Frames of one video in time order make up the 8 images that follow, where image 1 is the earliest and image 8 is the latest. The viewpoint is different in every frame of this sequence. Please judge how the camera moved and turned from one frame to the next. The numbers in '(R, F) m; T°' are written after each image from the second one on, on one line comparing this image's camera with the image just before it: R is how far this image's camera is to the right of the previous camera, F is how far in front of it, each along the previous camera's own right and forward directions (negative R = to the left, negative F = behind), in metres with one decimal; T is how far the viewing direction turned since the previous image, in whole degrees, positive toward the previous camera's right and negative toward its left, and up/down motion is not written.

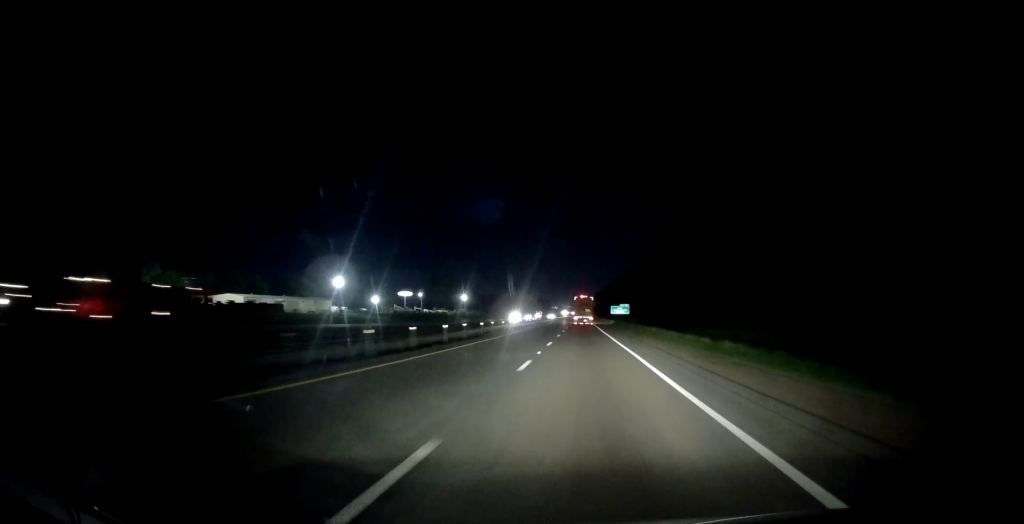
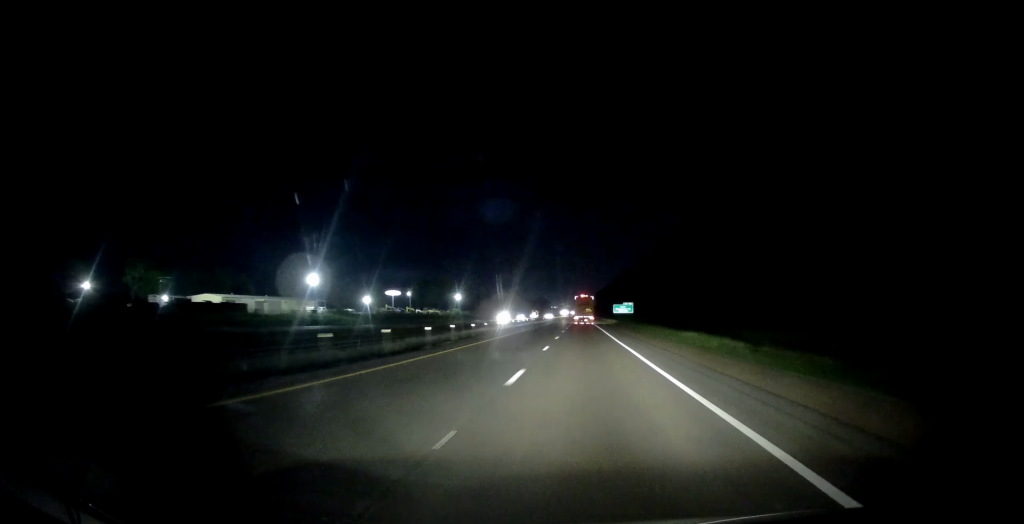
(-0.1, +16.3) m; 0°
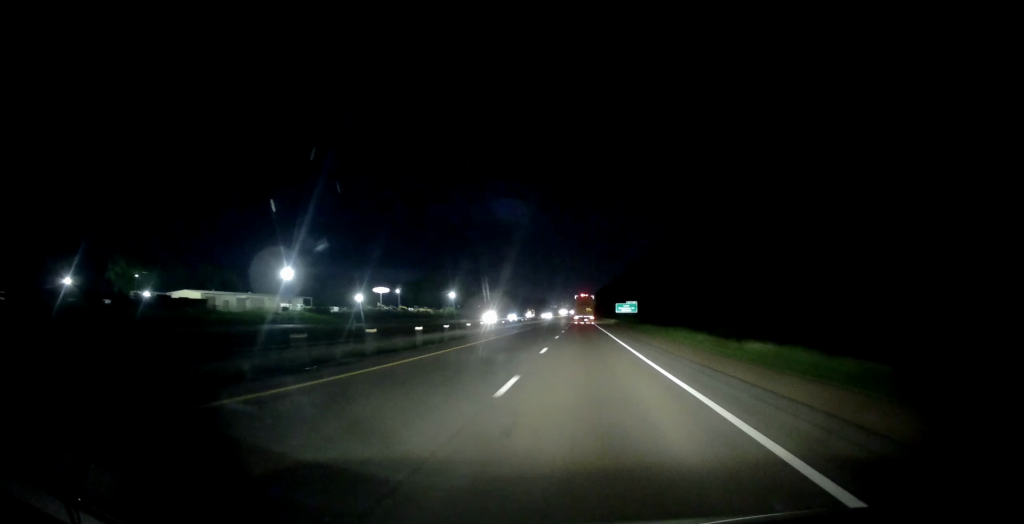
(0.0, +14.1) m; 0°
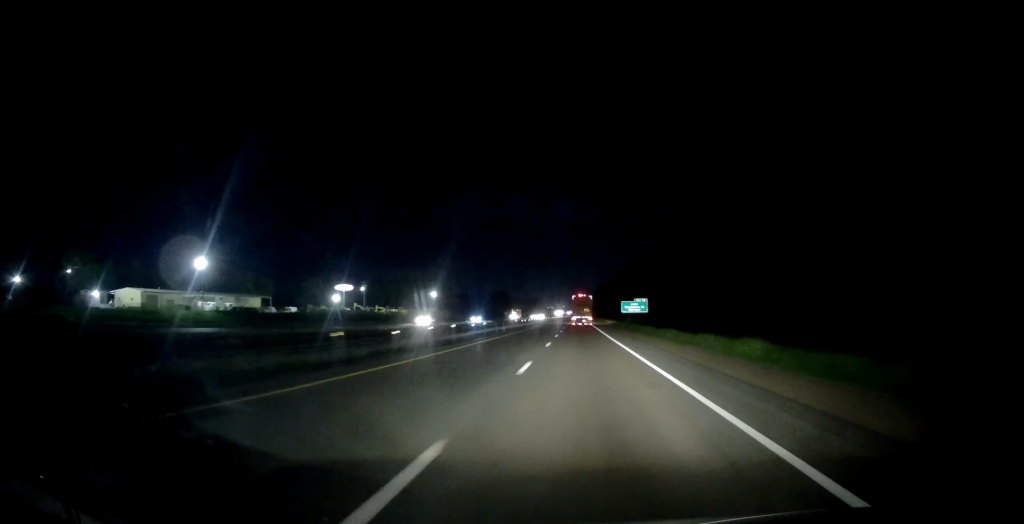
(+0.1, +33.5) m; 0°
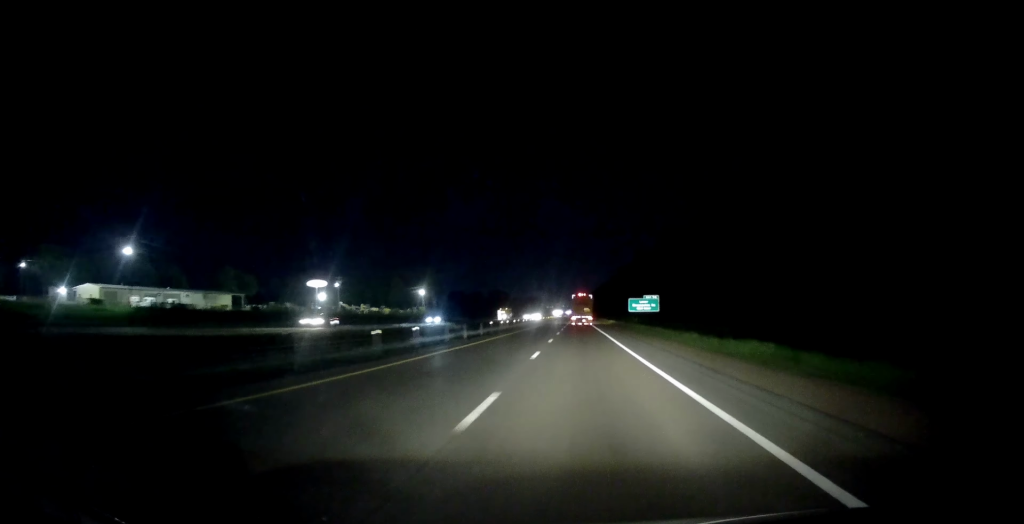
(+0.1, +20.4) m; 0°
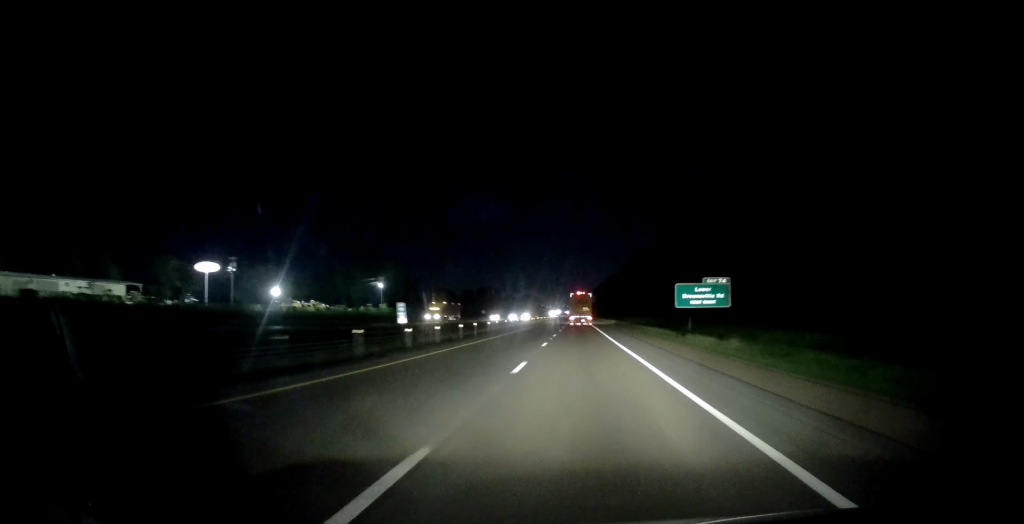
(-0.2, +56.1) m; -1°
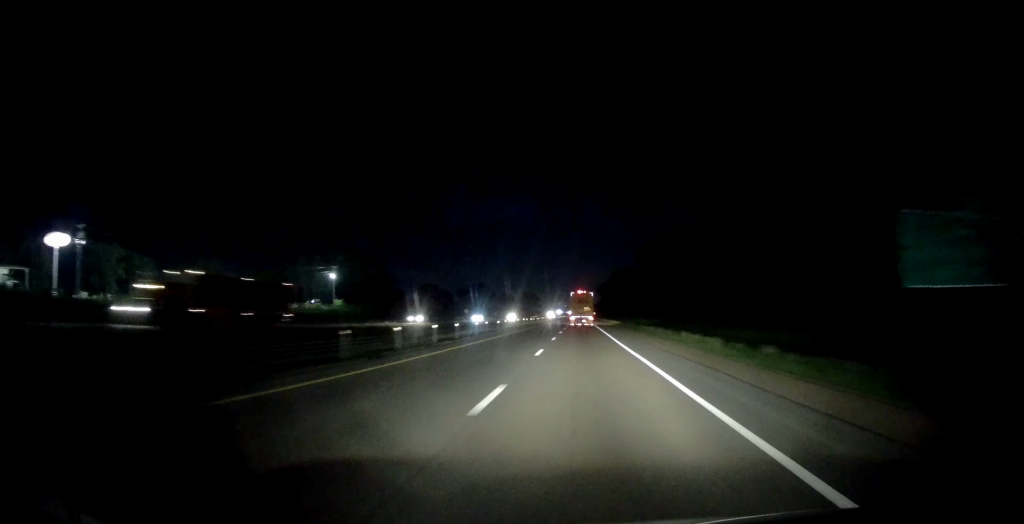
(-0.4, +45.2) m; +1°
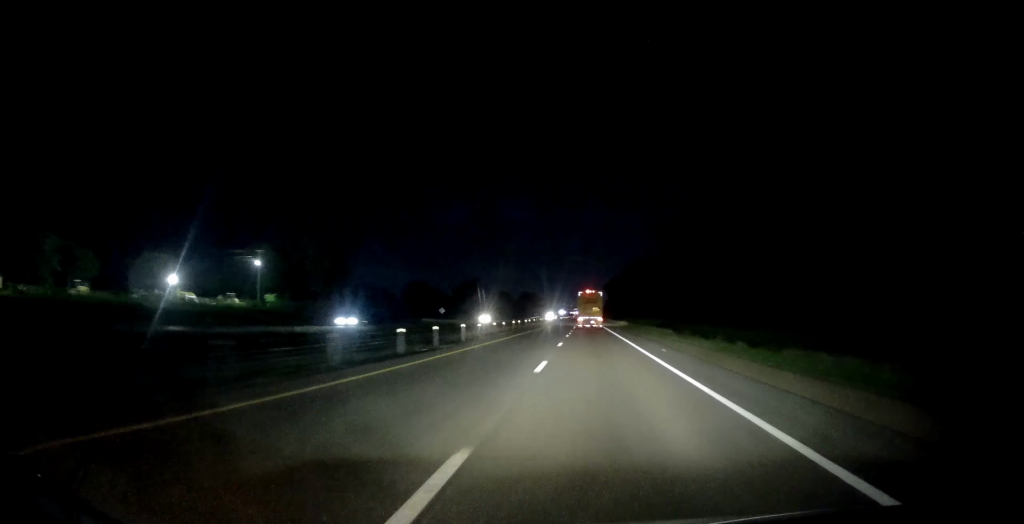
(+0.8, +44.2) m; 0°
